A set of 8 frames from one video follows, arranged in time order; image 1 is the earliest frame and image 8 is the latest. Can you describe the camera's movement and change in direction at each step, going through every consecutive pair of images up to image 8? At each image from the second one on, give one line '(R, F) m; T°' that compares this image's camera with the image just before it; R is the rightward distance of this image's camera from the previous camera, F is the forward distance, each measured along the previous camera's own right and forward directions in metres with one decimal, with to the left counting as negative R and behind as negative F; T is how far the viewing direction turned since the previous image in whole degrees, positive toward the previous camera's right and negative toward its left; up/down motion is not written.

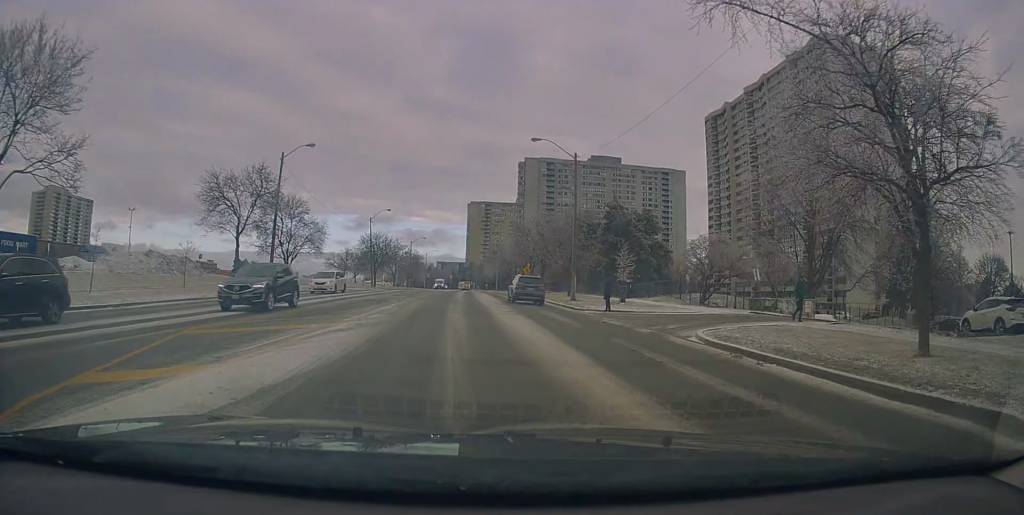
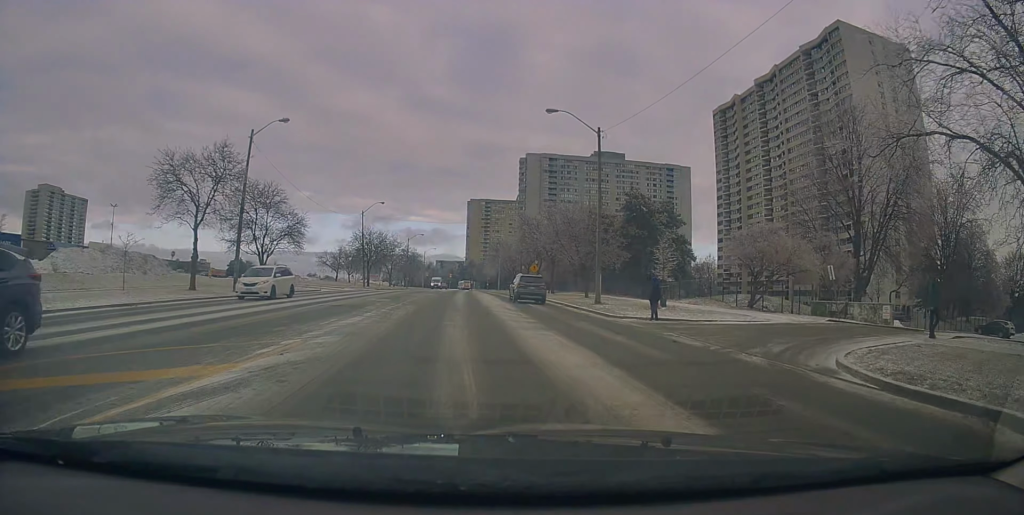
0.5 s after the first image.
(-0.1, +7.4) m; 0°
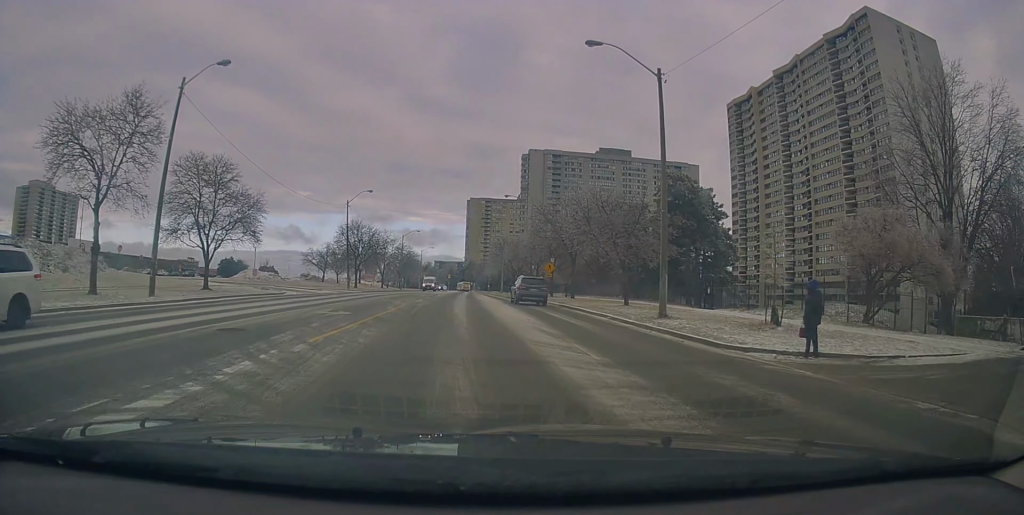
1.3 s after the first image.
(0.0, +10.3) m; -2°
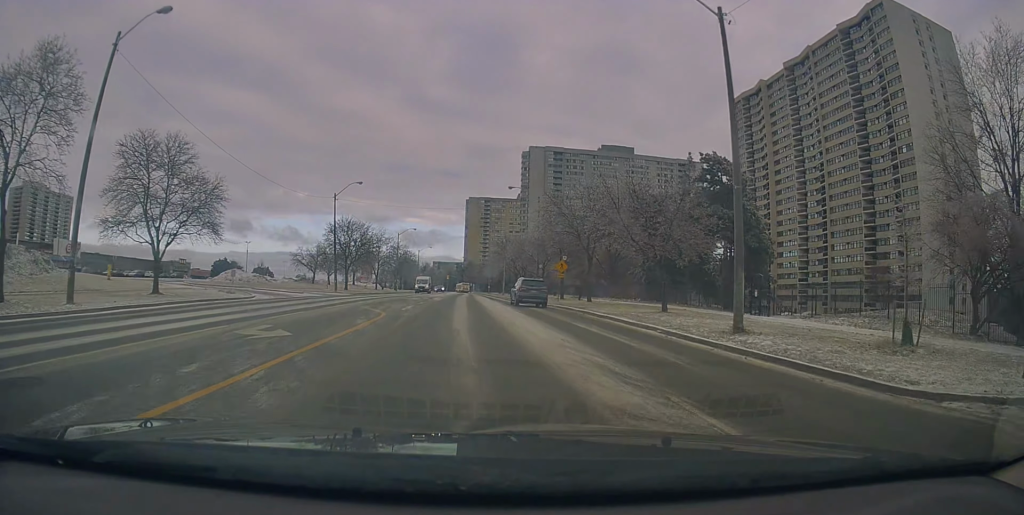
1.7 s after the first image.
(0.0, +6.4) m; -1°
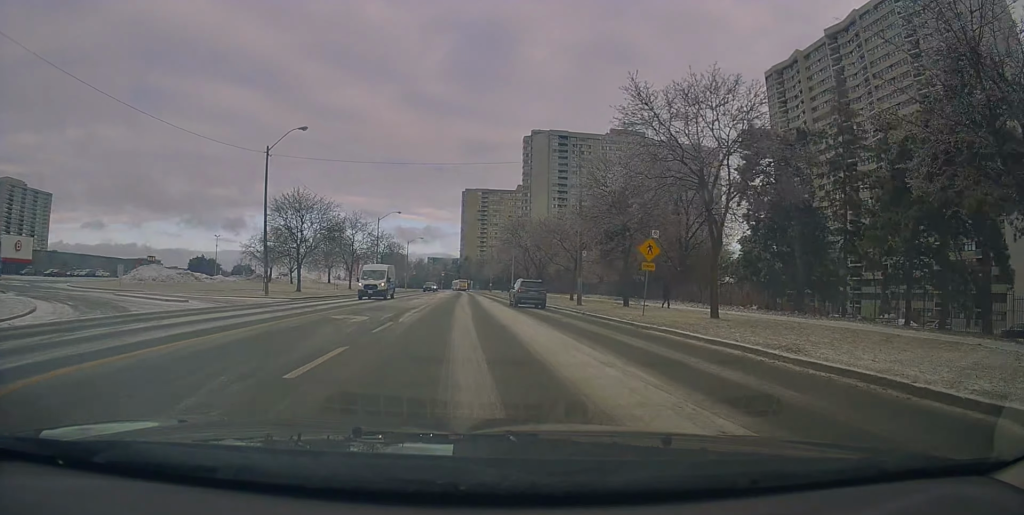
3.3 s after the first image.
(-0.2, +22.1) m; +1°
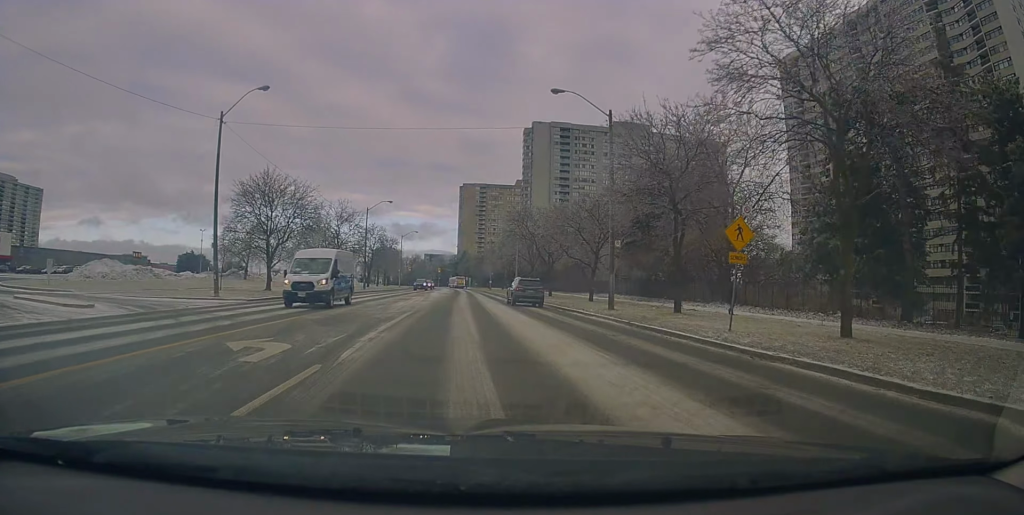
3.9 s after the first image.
(+0.1, +8.2) m; +1°
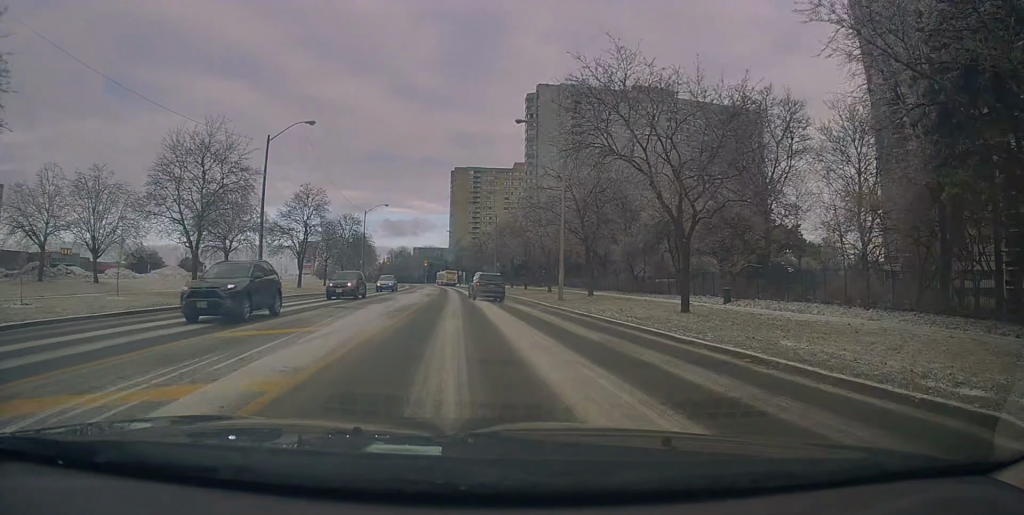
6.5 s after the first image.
(+0.1, +35.5) m; 0°
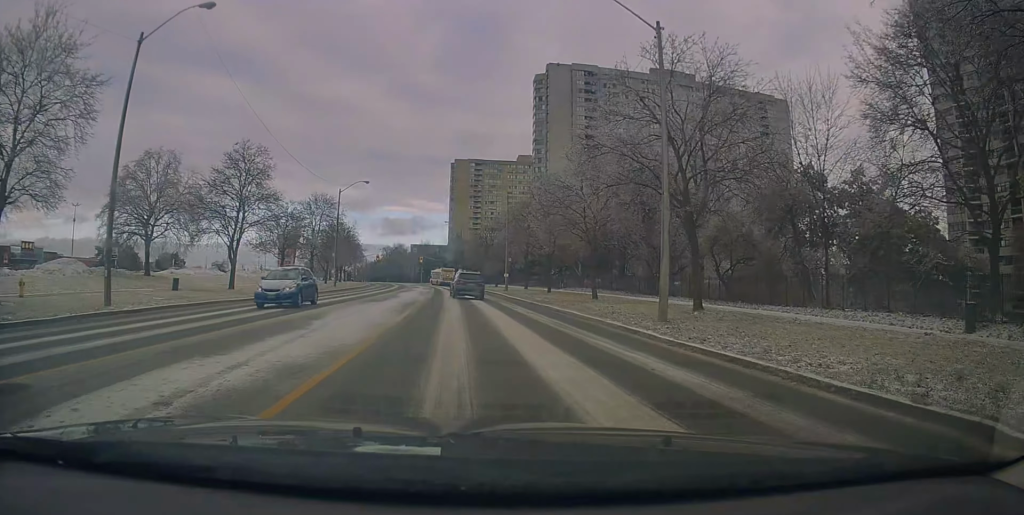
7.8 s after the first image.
(+0.4, +17.7) m; 0°
